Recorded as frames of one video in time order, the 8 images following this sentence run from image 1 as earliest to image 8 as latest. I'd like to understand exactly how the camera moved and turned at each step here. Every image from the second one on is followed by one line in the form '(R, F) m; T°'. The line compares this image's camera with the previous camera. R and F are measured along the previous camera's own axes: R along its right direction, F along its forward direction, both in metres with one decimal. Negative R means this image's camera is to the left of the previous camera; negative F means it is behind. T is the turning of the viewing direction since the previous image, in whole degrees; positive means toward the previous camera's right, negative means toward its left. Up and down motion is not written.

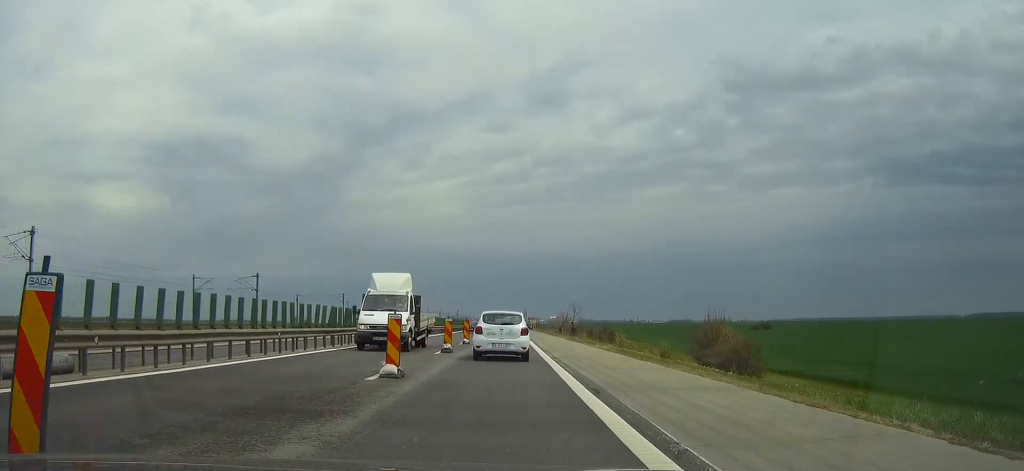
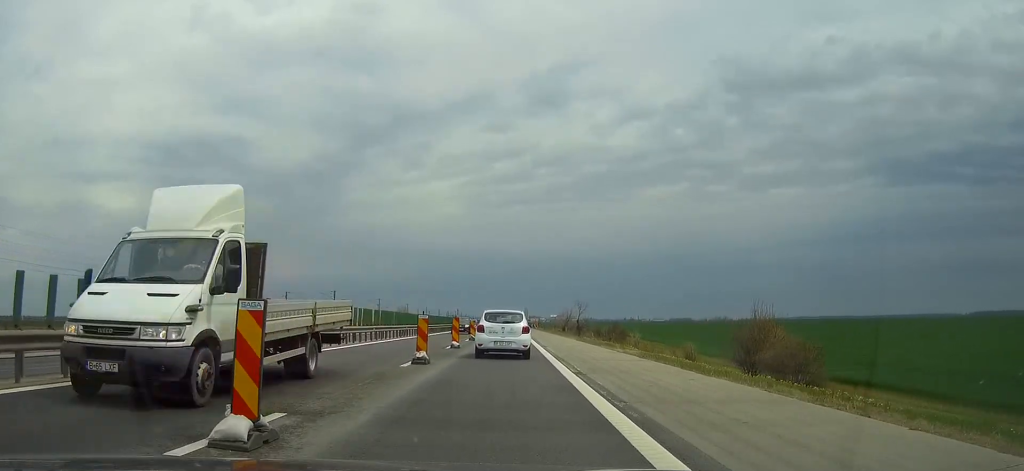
(-0.1, +8.3) m; 0°
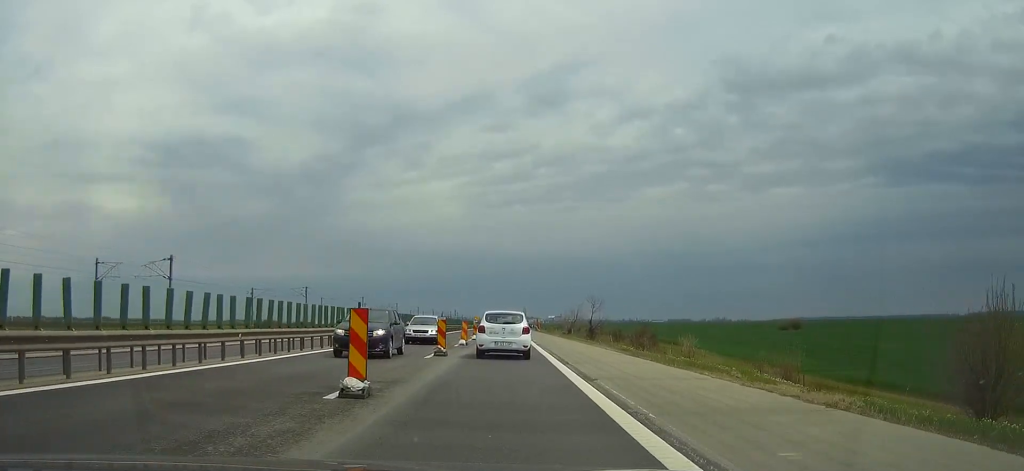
(-0.1, +19.3) m; 0°
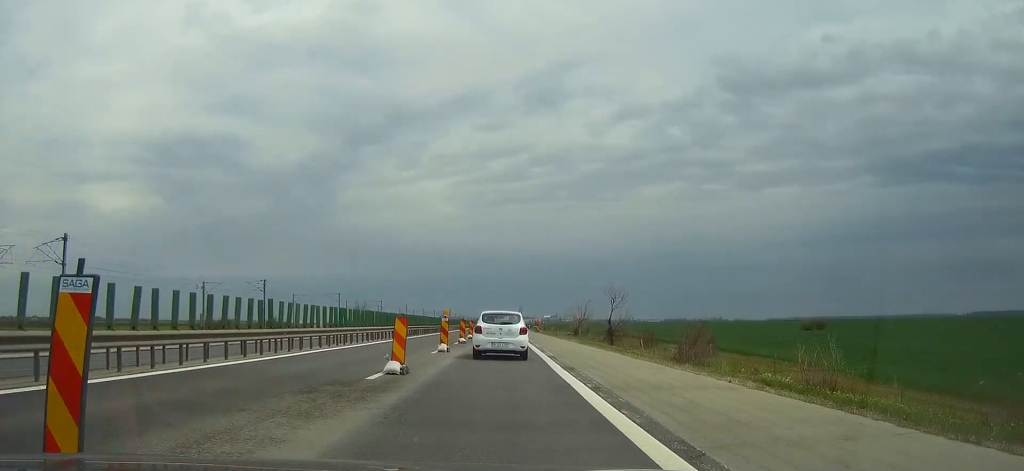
(+0.1, +20.1) m; 0°
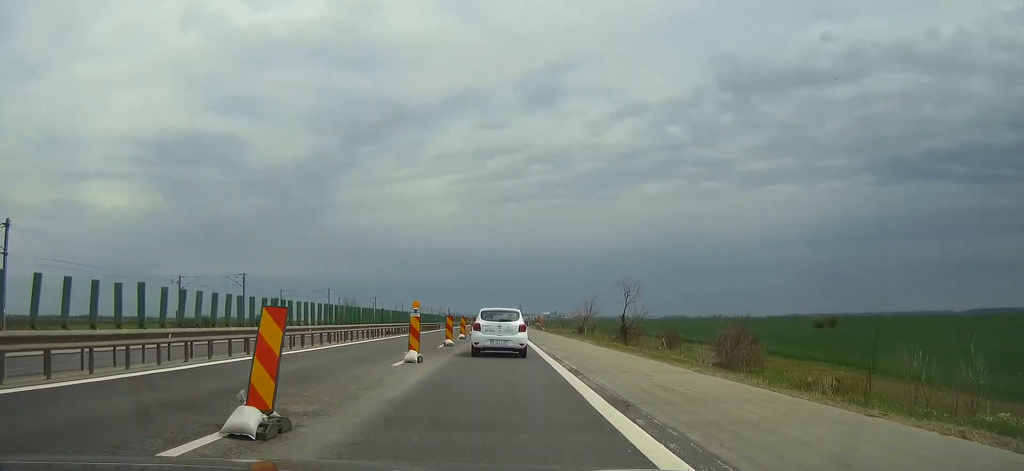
(0.0, +8.4) m; 0°
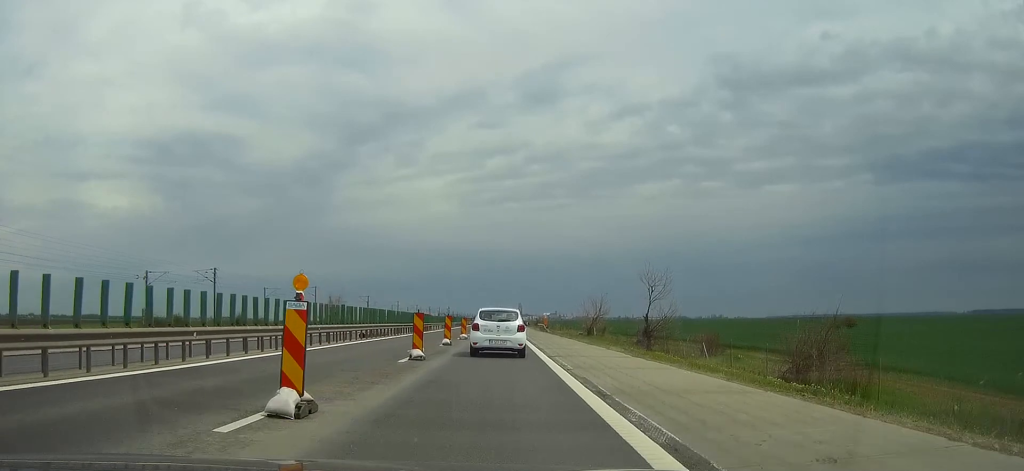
(0.0, +10.4) m; 0°
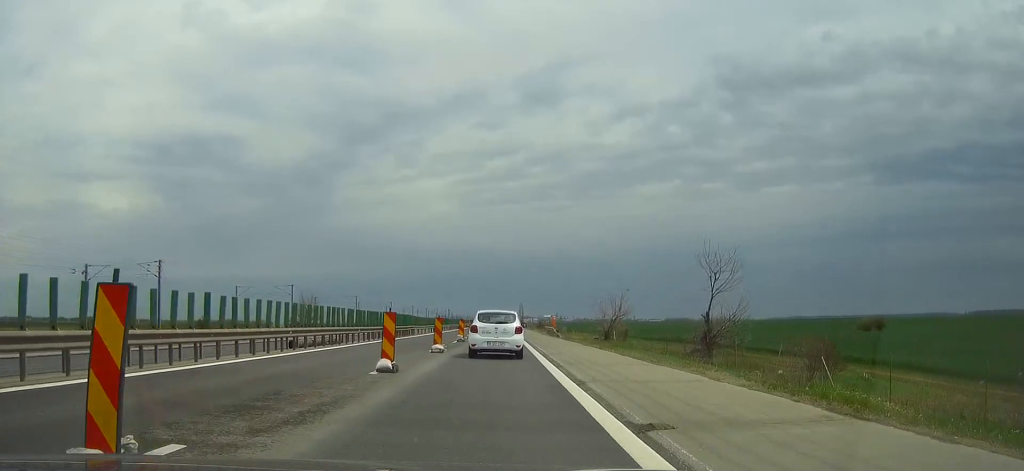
(0.0, +15.7) m; 0°
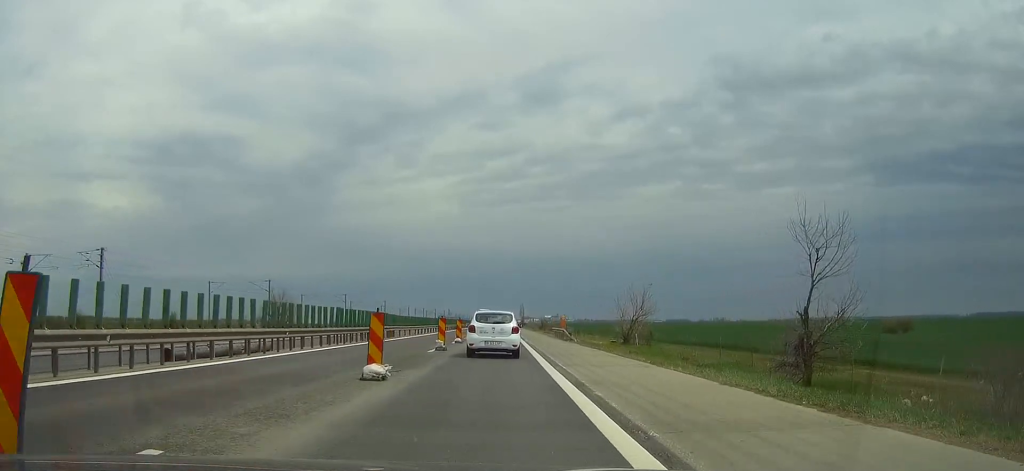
(0.0, +12.4) m; 0°
